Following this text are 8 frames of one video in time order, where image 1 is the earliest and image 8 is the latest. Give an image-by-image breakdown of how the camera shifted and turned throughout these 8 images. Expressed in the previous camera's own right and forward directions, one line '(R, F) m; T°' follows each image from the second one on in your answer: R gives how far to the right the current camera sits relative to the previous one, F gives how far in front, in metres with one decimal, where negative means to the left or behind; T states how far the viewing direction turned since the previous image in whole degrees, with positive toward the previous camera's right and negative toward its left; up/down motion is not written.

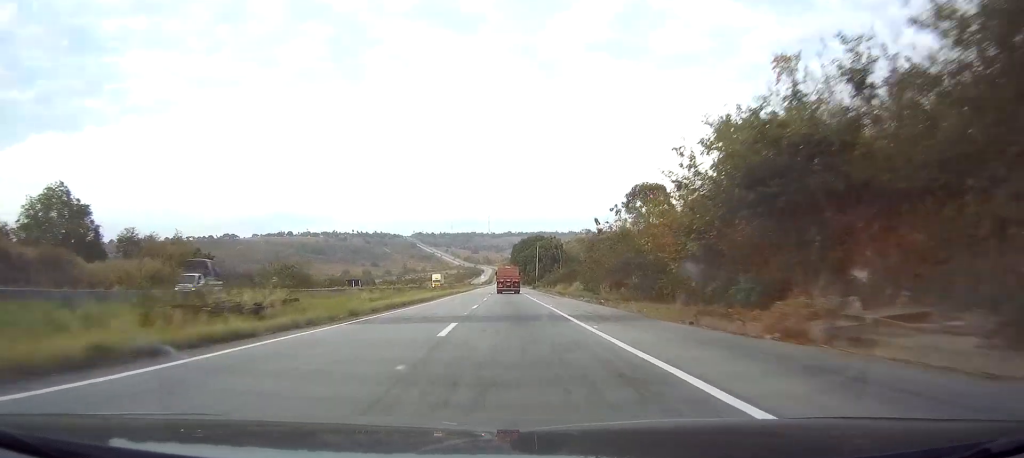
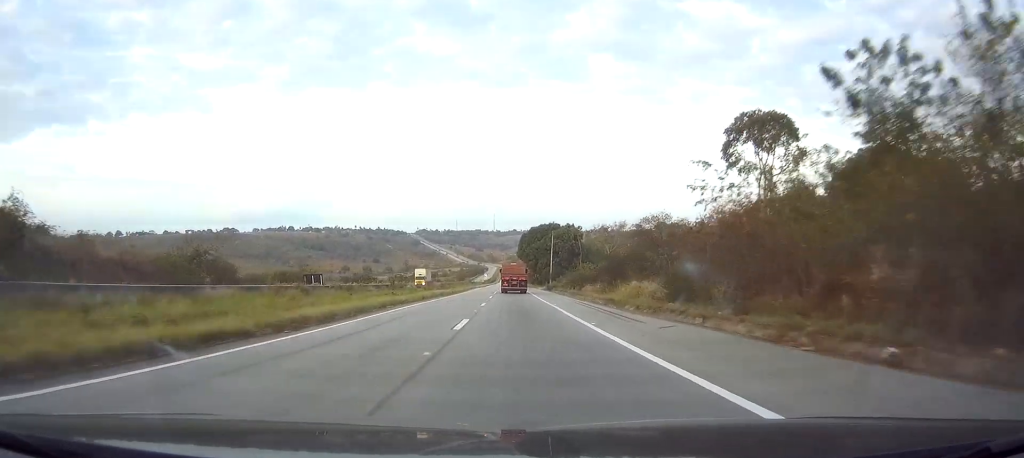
(-0.1, +30.7) m; -1°
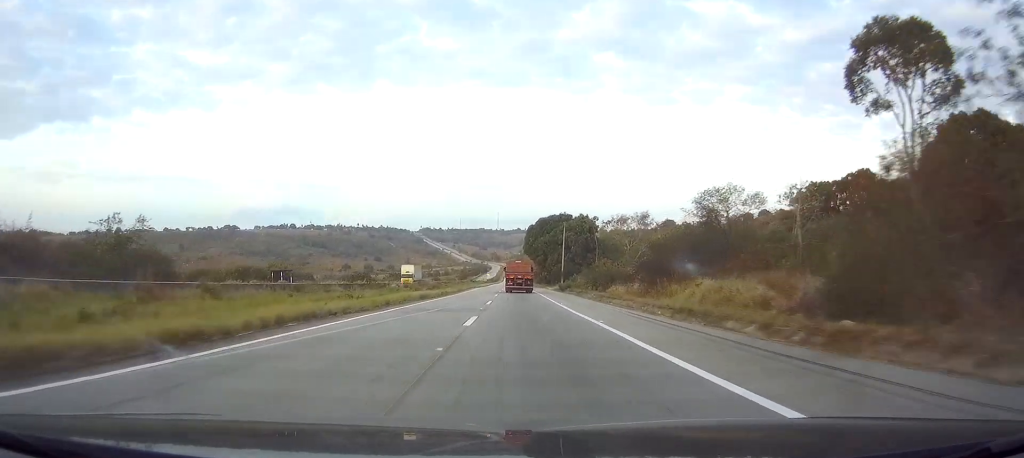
(0.0, +16.0) m; -1°
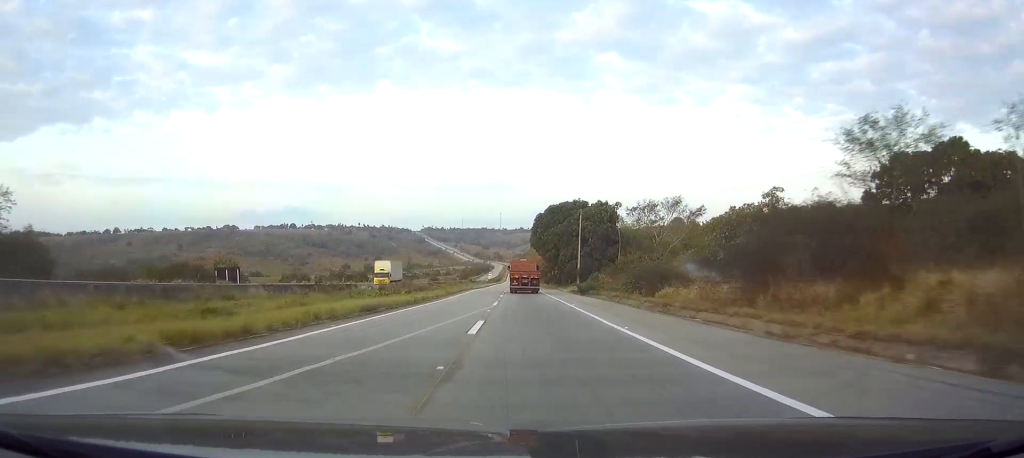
(-0.2, +18.3) m; 0°
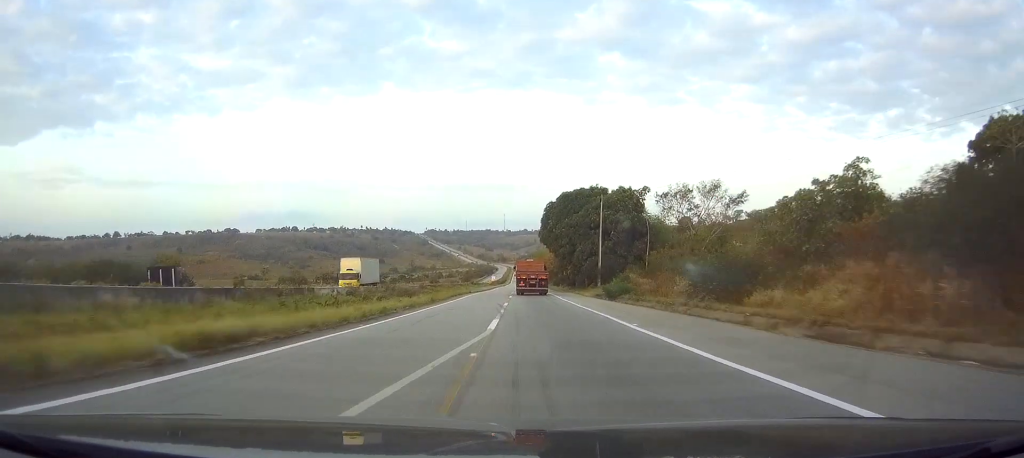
(-0.1, +14.9) m; 0°
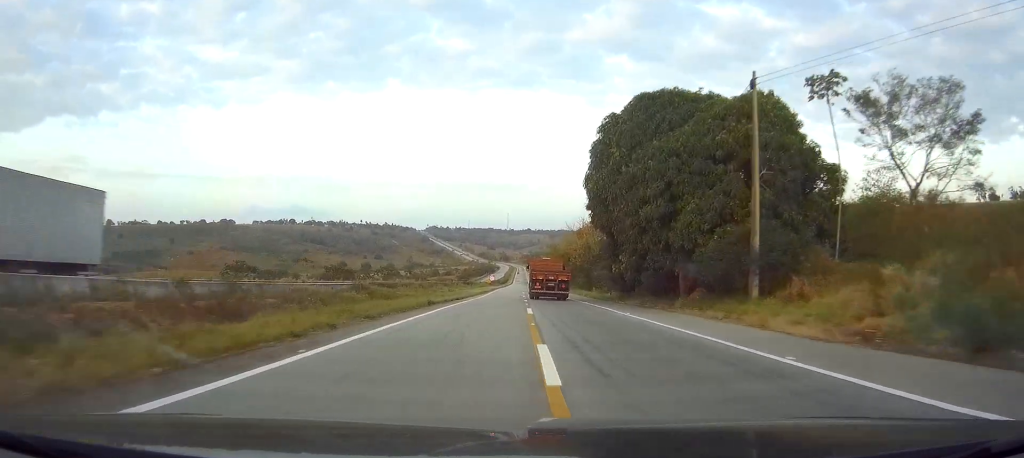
(-0.1, +41.2) m; 0°
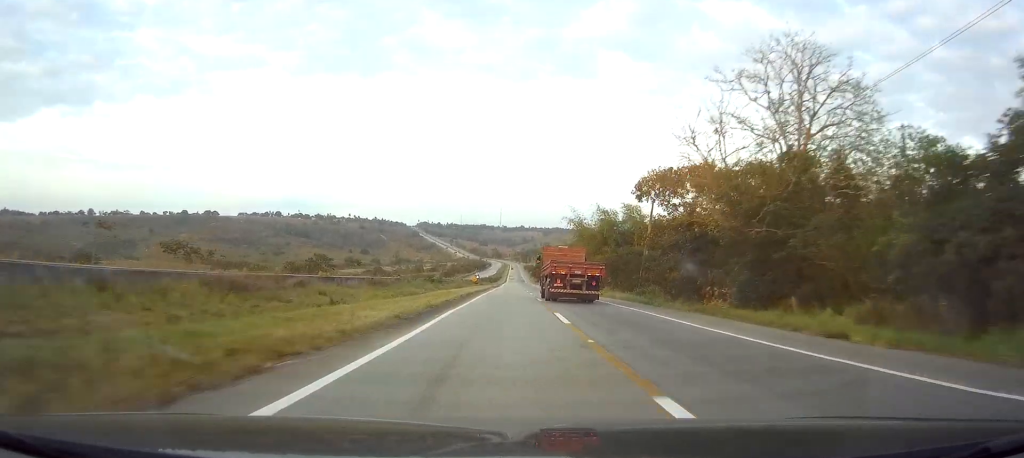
(+0.4, +54.0) m; +1°
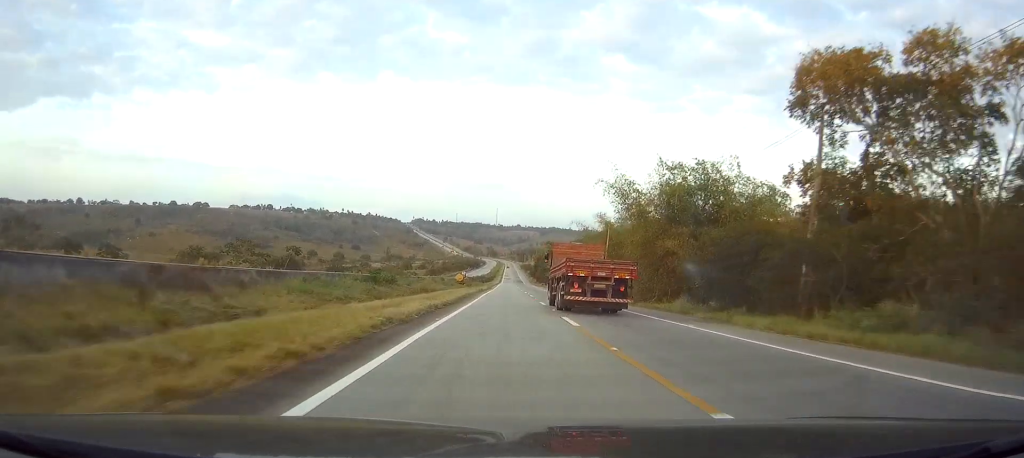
(+0.1, +33.4) m; 0°
